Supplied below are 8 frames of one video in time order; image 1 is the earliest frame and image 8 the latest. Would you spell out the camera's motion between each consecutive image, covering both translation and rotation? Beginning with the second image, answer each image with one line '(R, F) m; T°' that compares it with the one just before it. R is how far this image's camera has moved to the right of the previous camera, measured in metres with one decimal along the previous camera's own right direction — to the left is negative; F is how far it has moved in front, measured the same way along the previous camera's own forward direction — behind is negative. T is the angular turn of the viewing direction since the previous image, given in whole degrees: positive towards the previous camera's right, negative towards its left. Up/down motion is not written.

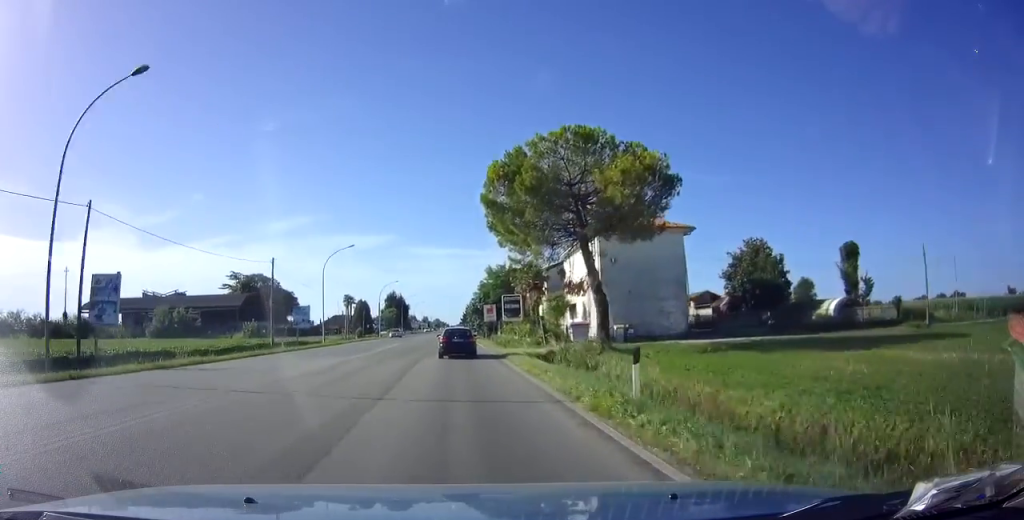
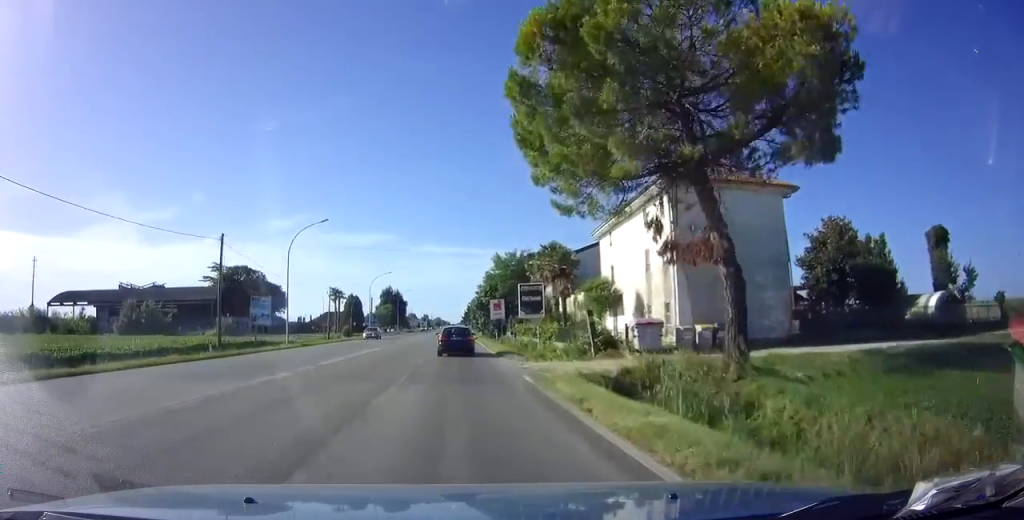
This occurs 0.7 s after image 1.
(0.0, +12.0) m; 0°
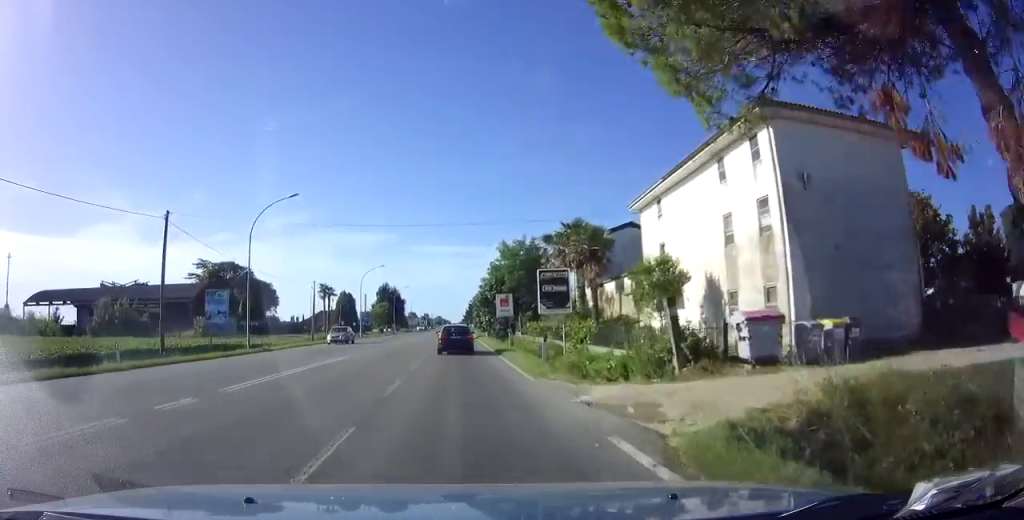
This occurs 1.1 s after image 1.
(0.0, +8.4) m; 0°
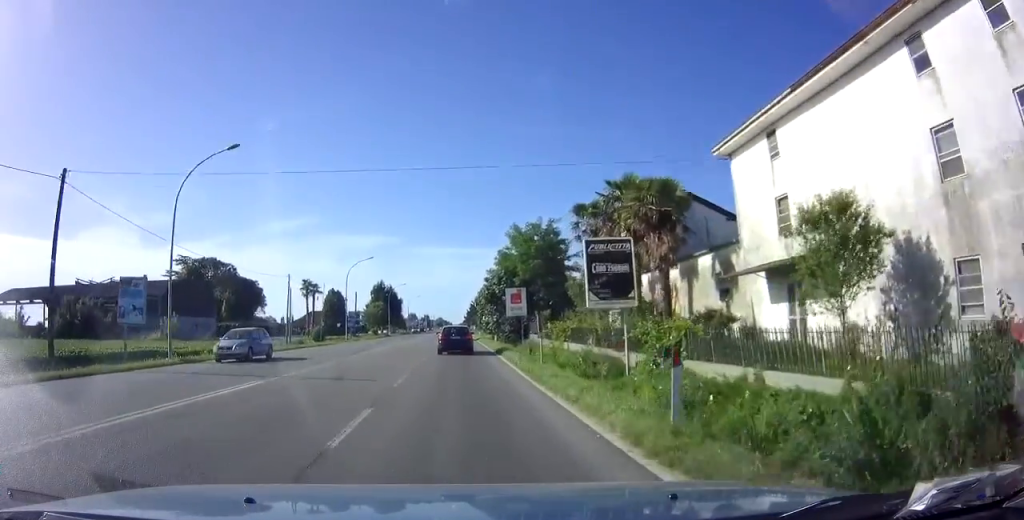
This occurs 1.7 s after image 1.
(0.0, +10.9) m; 0°
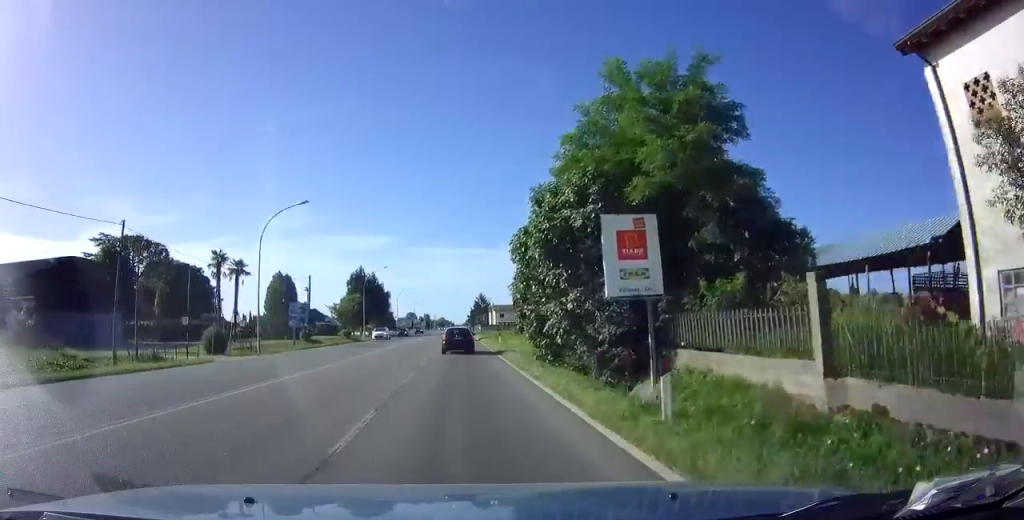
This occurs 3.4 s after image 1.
(-0.1, +29.7) m; 0°
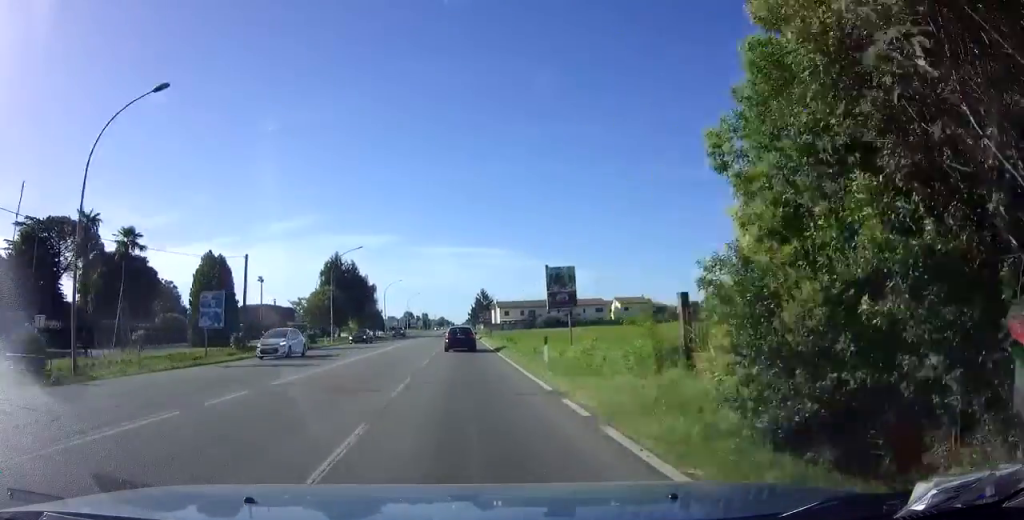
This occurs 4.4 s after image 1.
(-0.1, +18.8) m; 0°
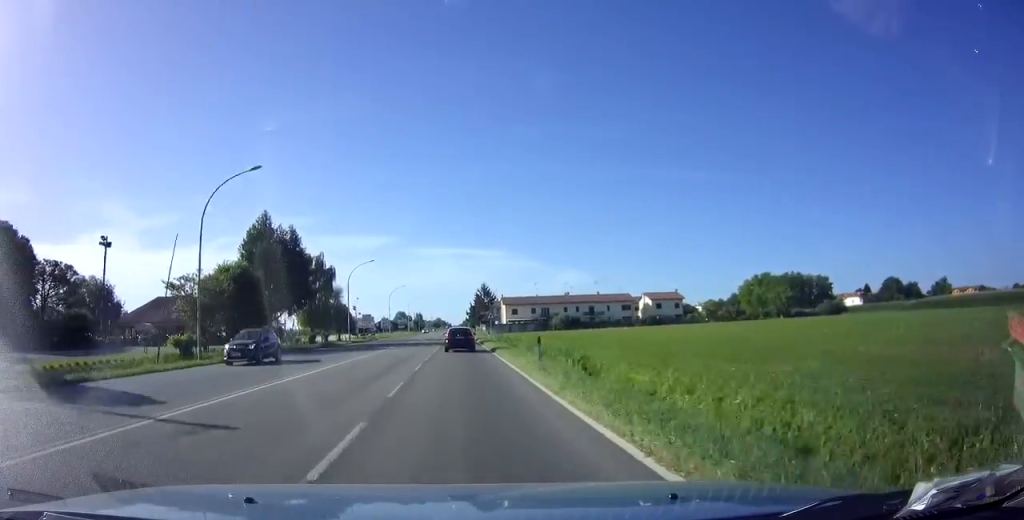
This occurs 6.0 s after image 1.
(+0.1, +29.8) m; 0°
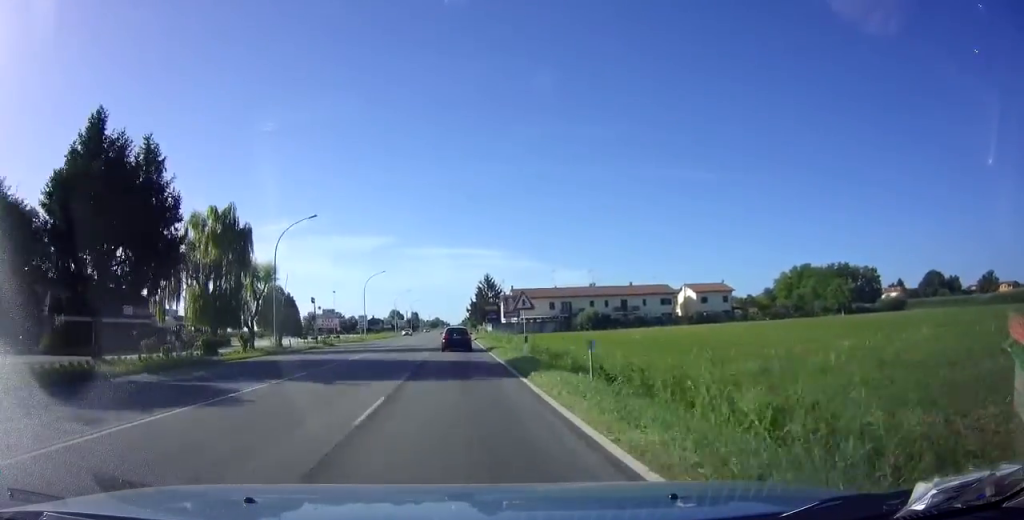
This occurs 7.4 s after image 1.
(-0.2, +26.3) m; 0°
